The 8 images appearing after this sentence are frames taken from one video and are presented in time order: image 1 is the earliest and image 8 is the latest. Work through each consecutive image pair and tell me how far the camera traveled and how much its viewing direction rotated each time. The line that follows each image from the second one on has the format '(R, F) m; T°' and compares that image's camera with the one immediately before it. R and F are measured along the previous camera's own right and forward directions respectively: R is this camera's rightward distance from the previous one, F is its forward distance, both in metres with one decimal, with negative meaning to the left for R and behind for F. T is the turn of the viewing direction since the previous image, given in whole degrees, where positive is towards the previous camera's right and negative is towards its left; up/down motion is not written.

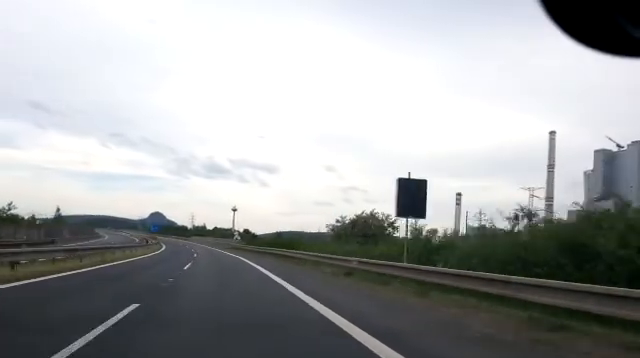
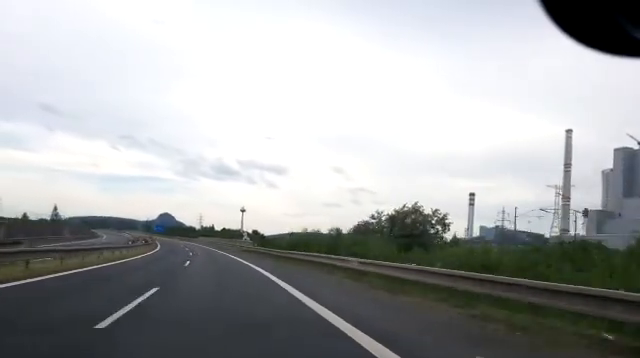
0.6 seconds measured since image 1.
(-0.3, +14.7) m; -1°
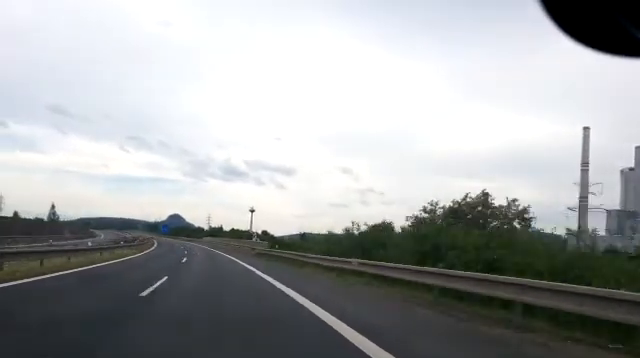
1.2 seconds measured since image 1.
(-0.1, +14.0) m; -1°
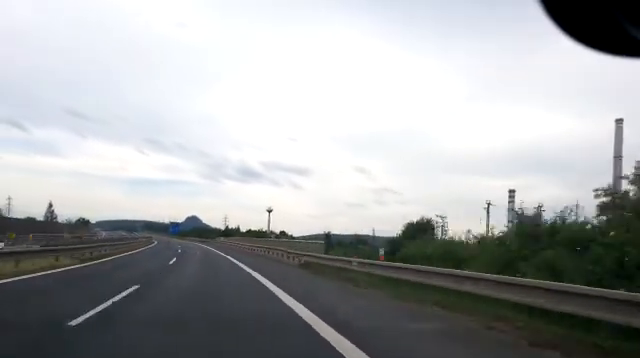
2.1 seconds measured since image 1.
(-0.2, +22.3) m; -2°
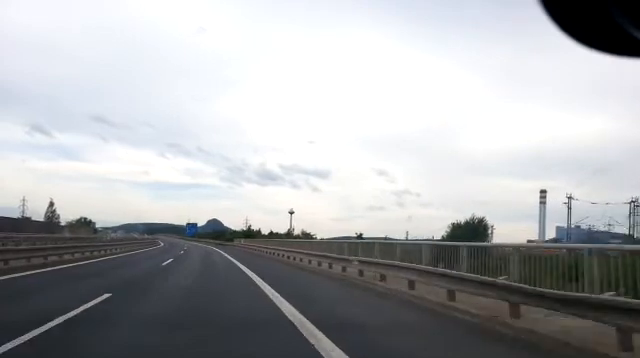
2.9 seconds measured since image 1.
(-0.3, +20.7) m; -2°
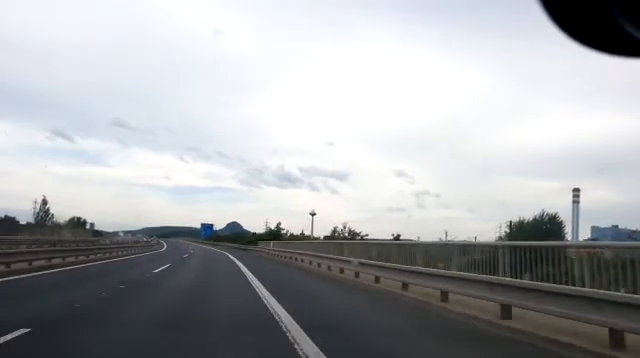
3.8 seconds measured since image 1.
(-0.6, +22.0) m; -2°
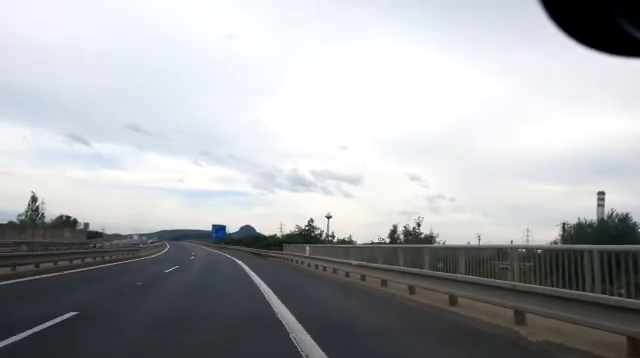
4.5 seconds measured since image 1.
(-0.2, +16.2) m; -1°
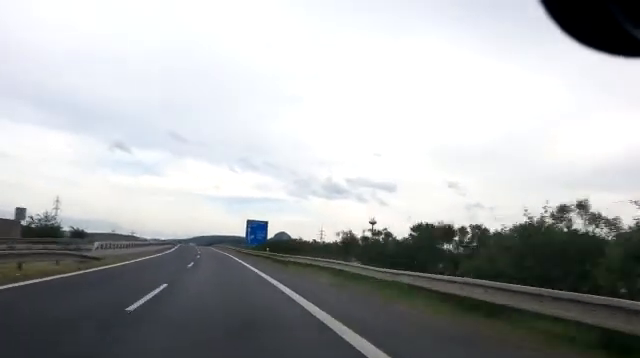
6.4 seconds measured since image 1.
(-0.6, +47.7) m; -3°
